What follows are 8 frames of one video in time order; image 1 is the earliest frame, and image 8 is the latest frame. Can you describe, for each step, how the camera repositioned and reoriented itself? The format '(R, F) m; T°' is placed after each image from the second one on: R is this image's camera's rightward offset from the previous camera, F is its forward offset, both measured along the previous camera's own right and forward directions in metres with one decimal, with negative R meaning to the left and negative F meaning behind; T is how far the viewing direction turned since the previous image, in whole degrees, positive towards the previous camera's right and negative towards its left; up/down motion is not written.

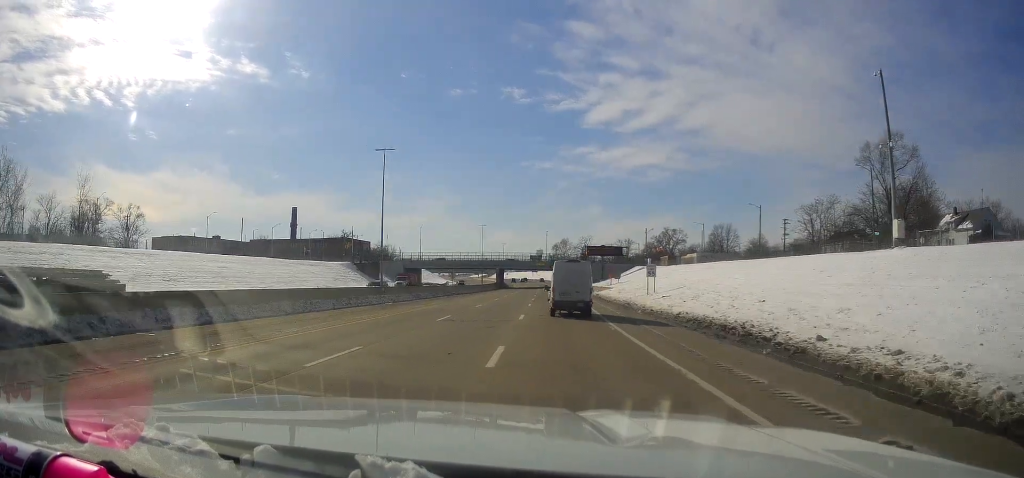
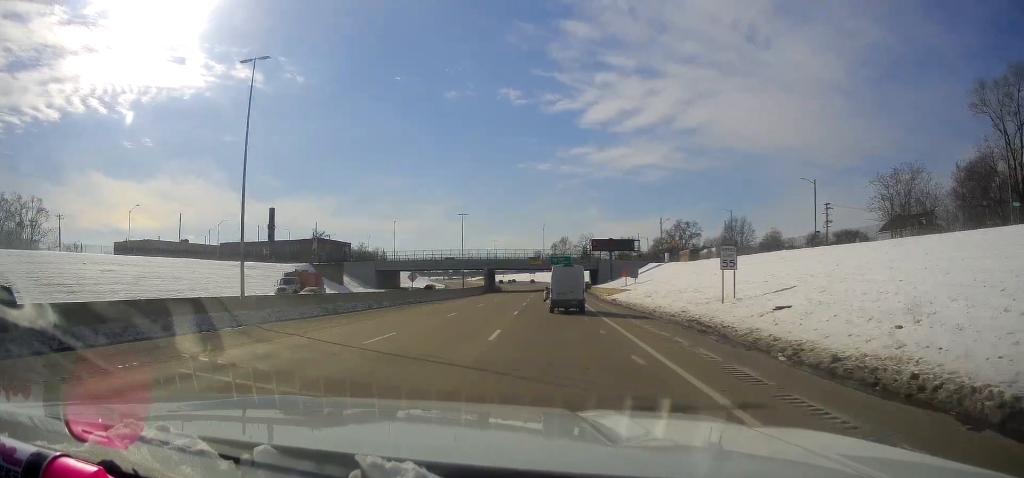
(-0.1, +25.6) m; +1°
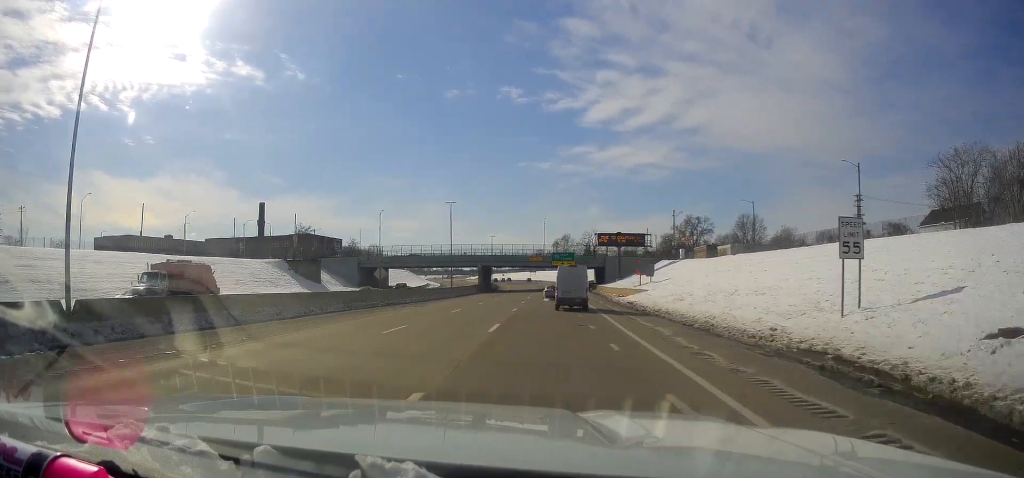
(+0.1, +13.2) m; 0°
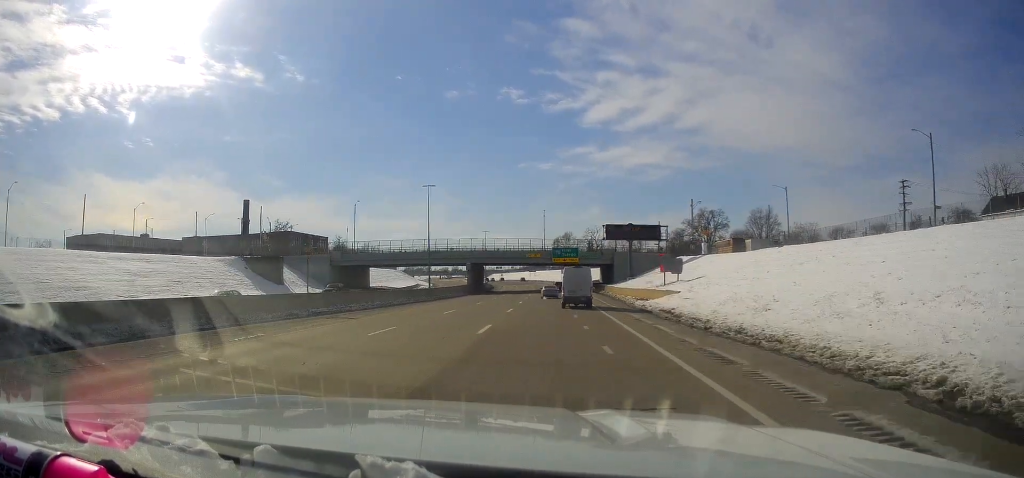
(+0.2, +16.6) m; 0°
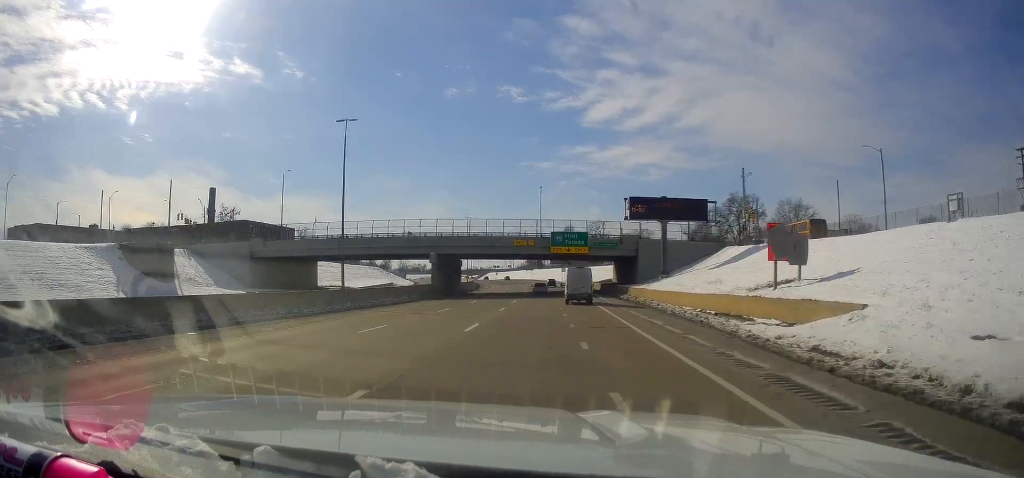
(-0.1, +31.7) m; 0°
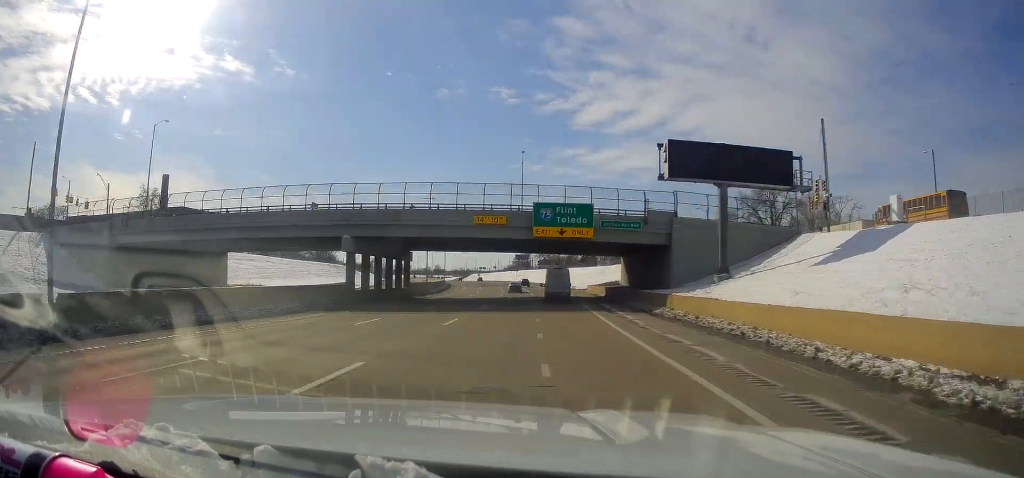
(+0.1, +31.0) m; -1°
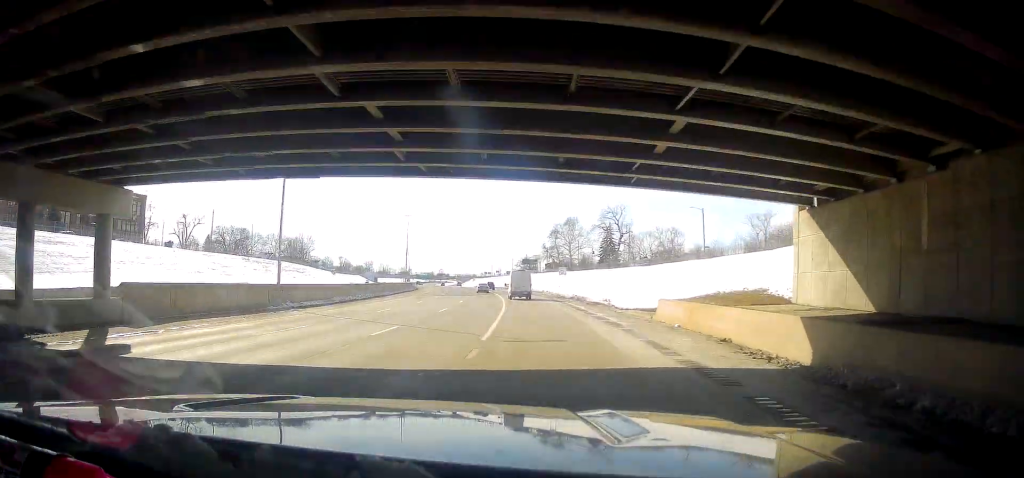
(-0.4, +51.2) m; 0°
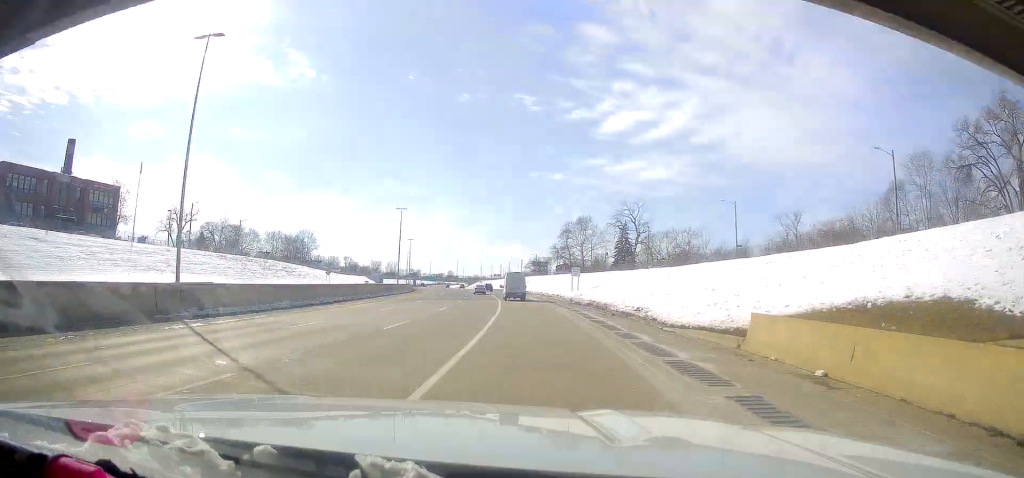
(+0.1, +10.7) m; 0°
